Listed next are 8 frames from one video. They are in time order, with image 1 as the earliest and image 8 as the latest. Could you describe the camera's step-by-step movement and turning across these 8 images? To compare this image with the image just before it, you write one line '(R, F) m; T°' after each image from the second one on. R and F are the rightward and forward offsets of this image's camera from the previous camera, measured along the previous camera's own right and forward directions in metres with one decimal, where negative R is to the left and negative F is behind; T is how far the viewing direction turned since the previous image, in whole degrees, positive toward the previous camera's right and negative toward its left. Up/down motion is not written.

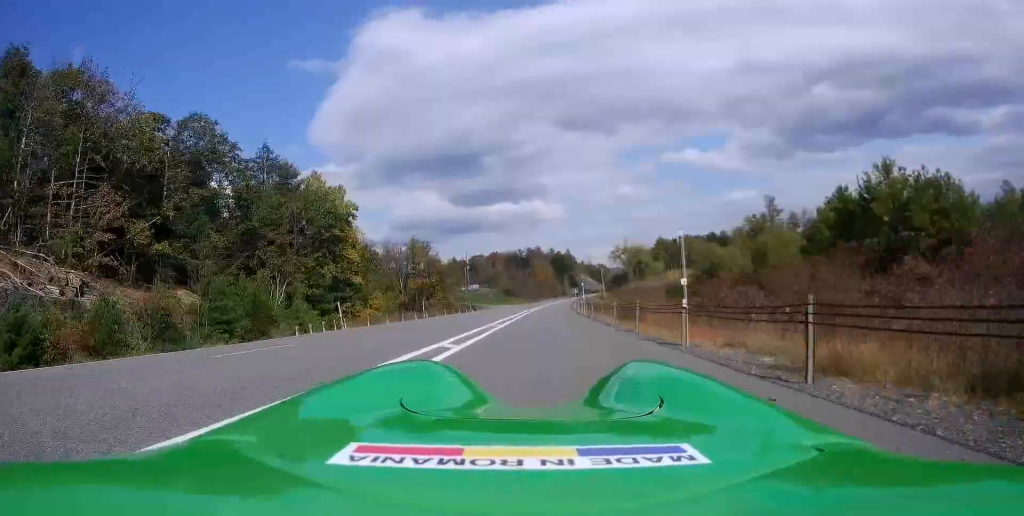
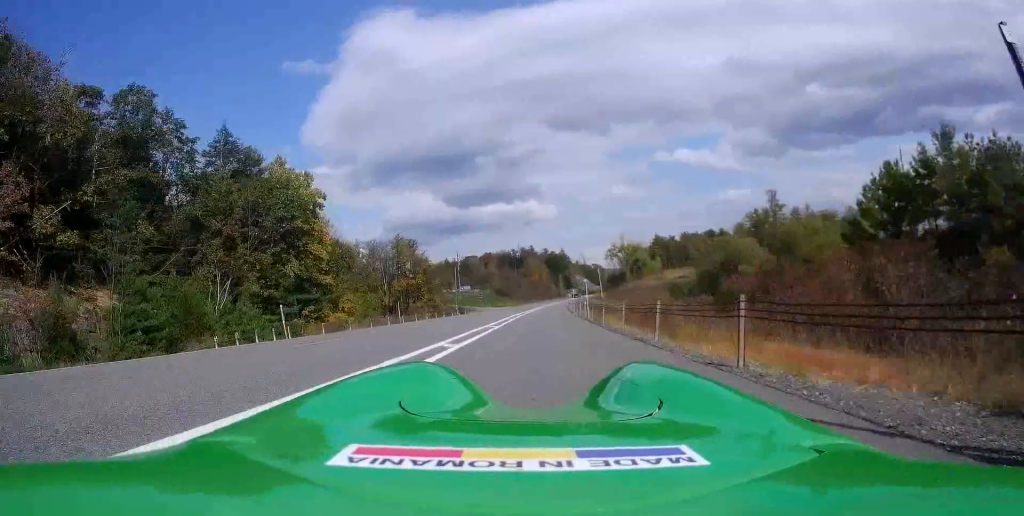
(-0.5, +8.0) m; 0°
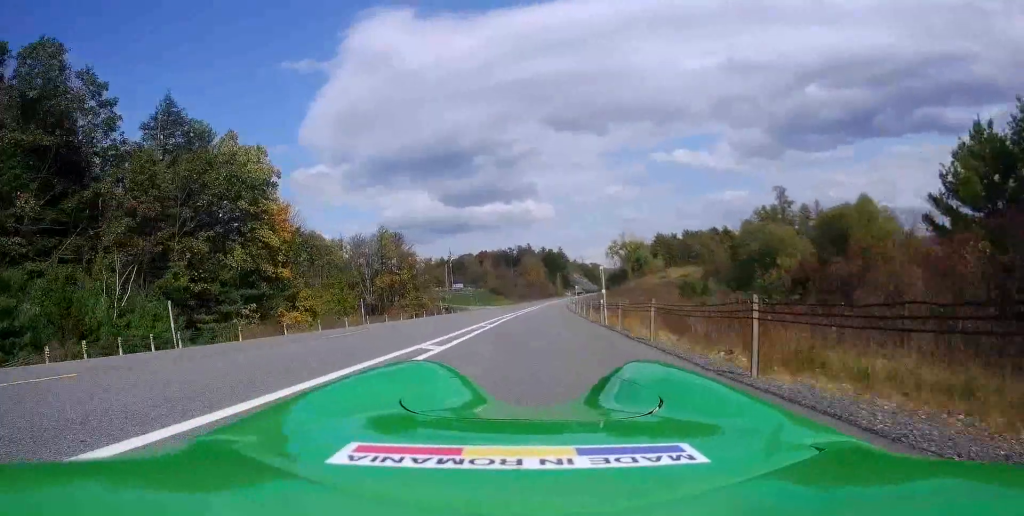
(0.0, +10.5) m; +2°
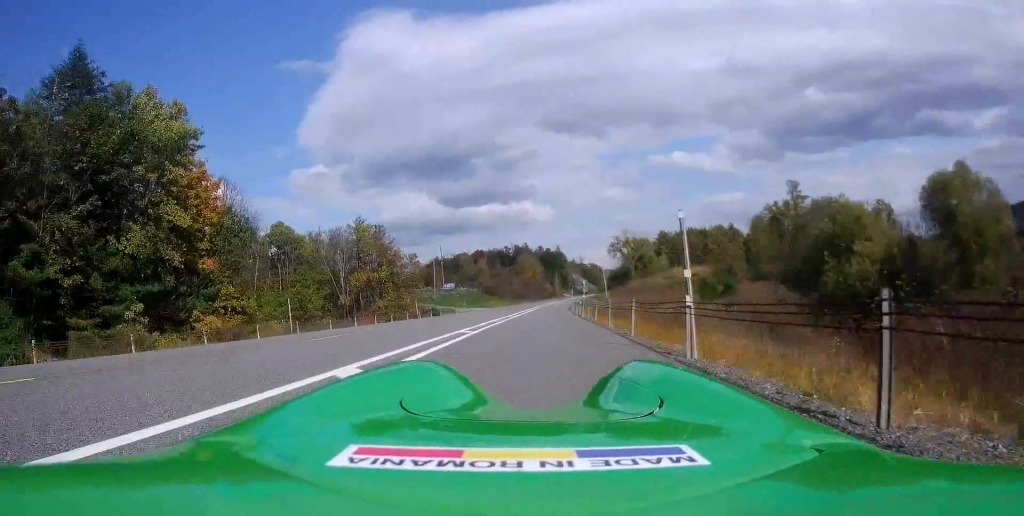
(+0.6, +13.0) m; +3°
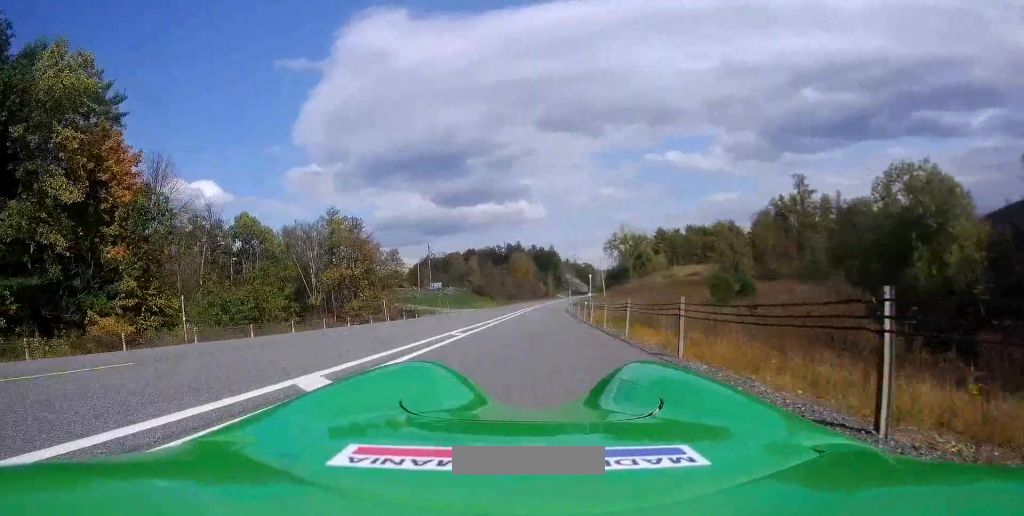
(+0.3, +9.9) m; -1°
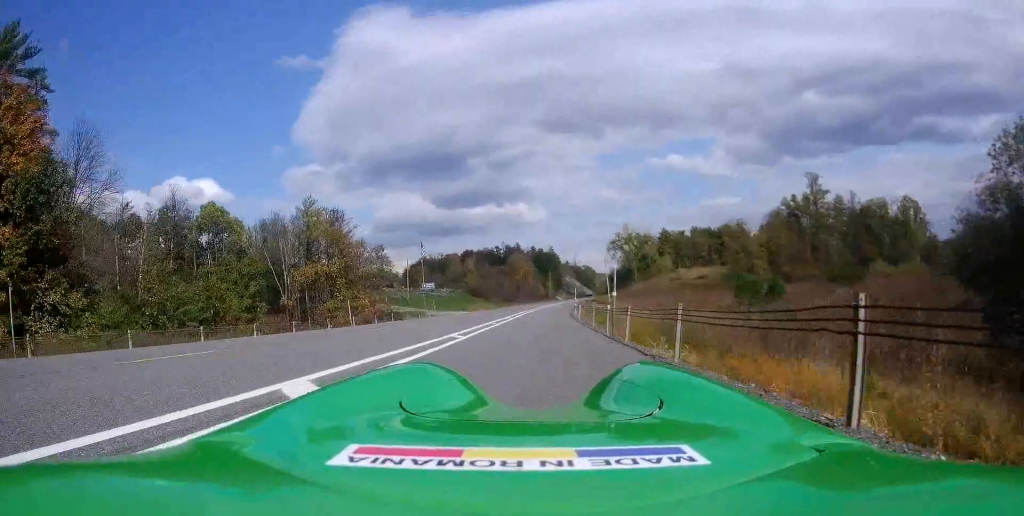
(-0.3, +9.5) m; -1°
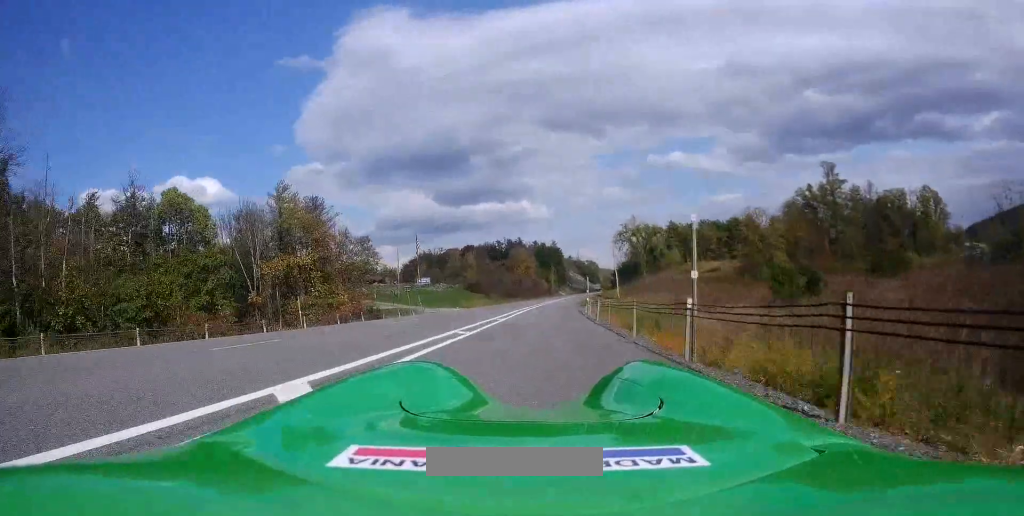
(-0.2, +9.5) m; 0°
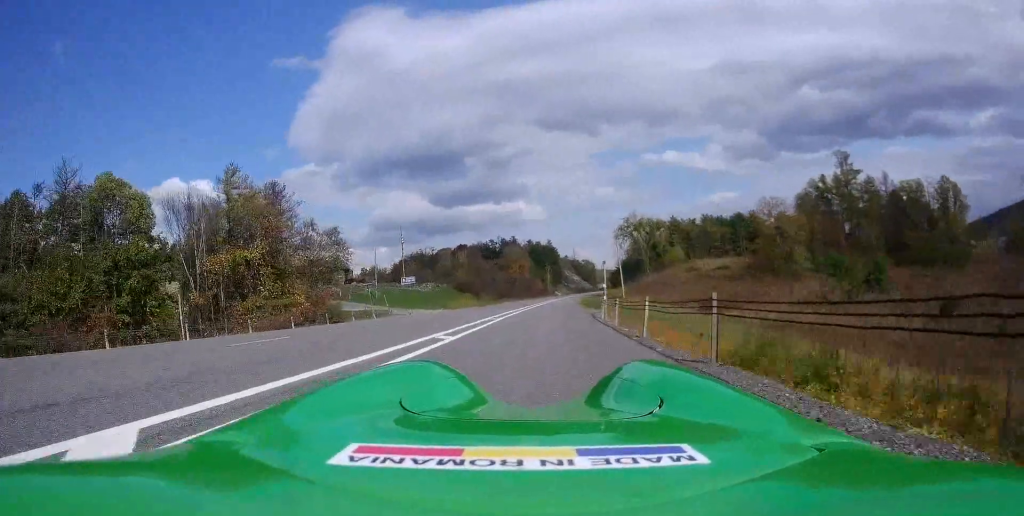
(+0.2, +12.1) m; +2°
